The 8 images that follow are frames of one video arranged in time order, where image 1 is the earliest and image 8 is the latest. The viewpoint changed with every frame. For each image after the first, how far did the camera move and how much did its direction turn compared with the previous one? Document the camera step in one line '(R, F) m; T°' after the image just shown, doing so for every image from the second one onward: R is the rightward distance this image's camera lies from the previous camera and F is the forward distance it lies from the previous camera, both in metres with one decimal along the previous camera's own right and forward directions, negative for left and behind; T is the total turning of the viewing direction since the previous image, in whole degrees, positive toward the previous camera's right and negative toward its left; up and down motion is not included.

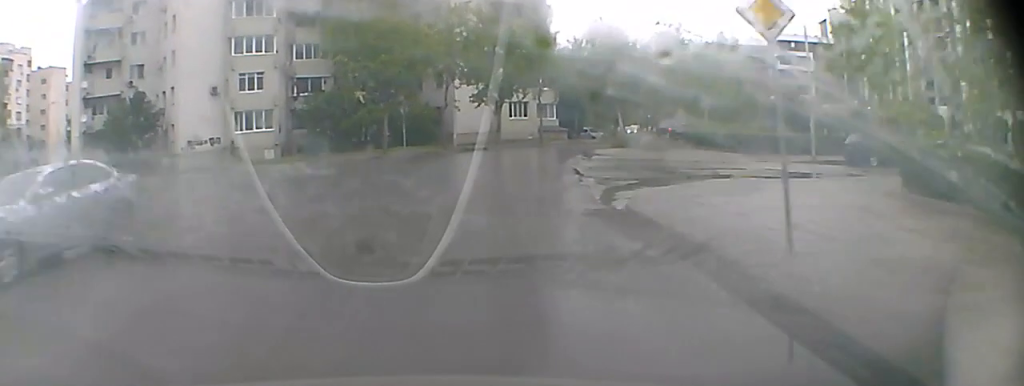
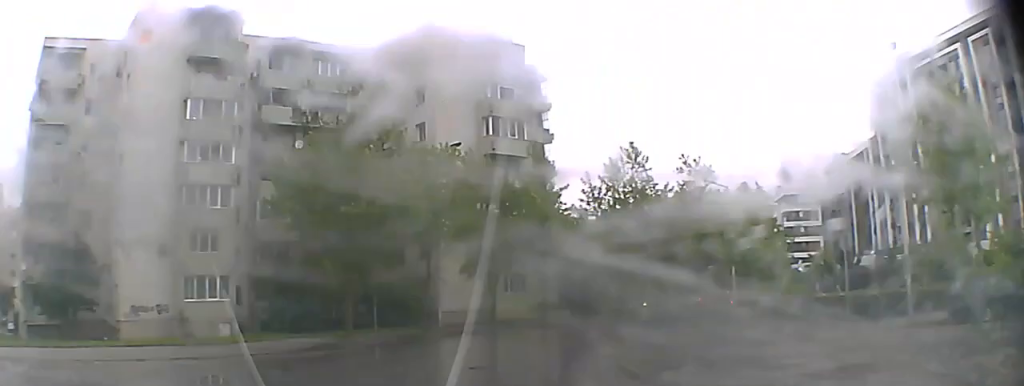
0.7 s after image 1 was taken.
(+0.4, +8.3) m; +5°
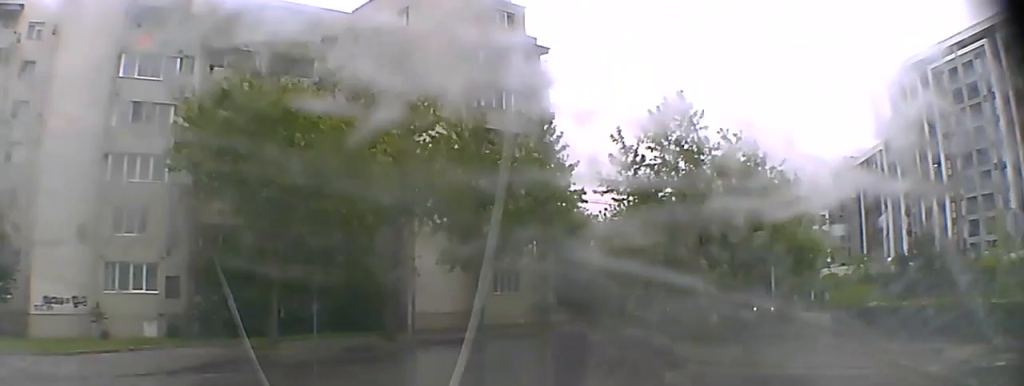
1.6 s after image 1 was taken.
(+0.5, +10.4) m; +4°
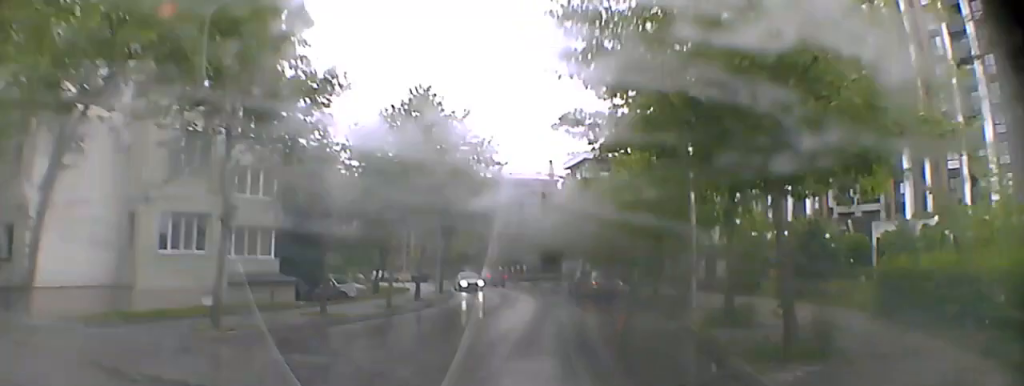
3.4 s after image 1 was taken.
(+0.5, +20.9) m; +1°
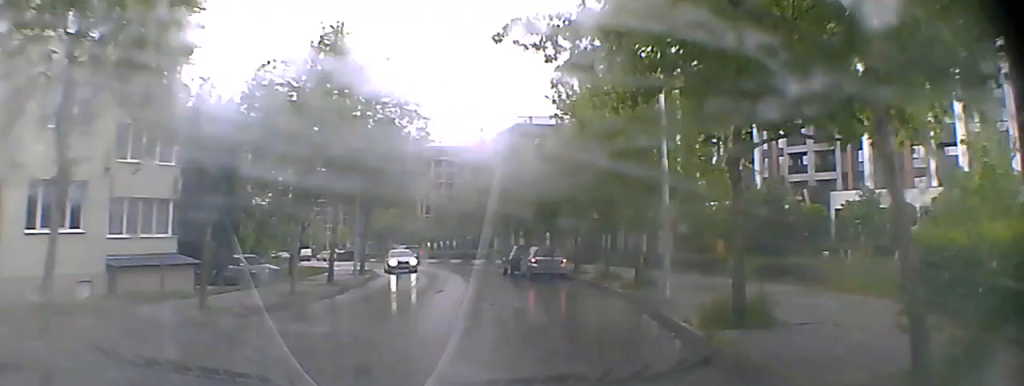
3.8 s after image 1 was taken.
(0.0, +4.7) m; -1°
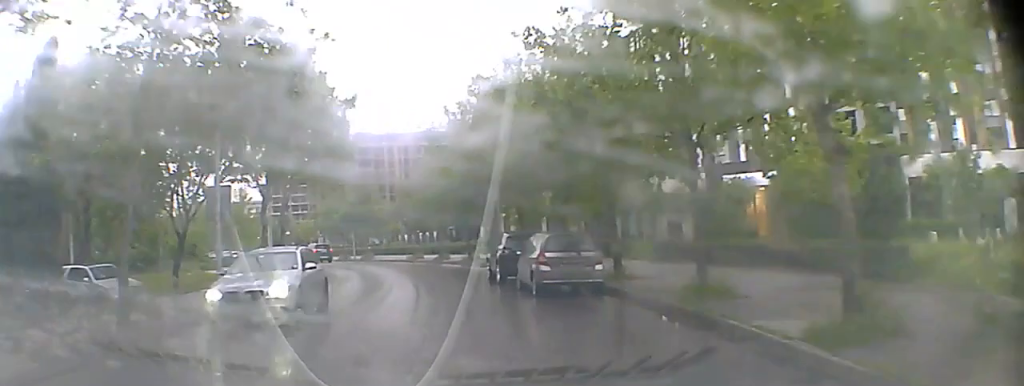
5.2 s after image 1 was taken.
(-0.7, +16.3) m; -7°
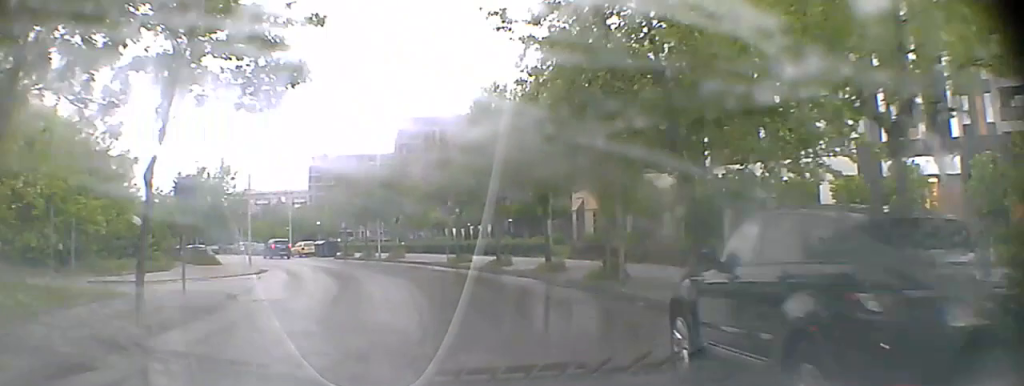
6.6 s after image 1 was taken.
(-1.5, +17.5) m; -12°
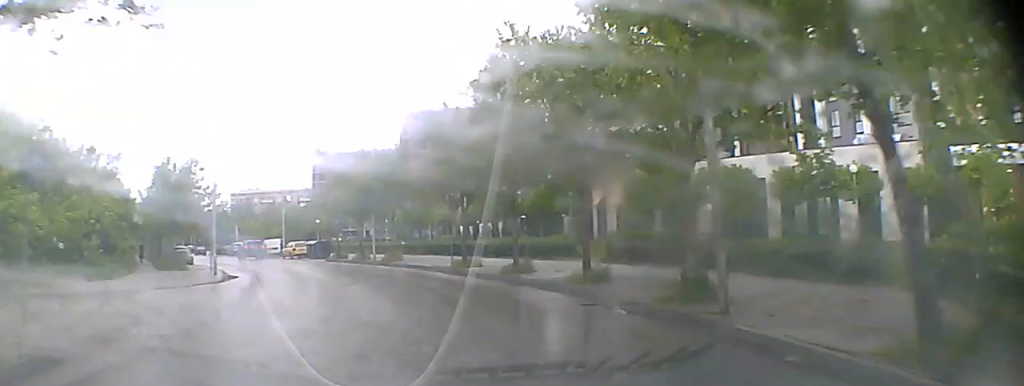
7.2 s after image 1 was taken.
(-0.6, +7.2) m; -3°
